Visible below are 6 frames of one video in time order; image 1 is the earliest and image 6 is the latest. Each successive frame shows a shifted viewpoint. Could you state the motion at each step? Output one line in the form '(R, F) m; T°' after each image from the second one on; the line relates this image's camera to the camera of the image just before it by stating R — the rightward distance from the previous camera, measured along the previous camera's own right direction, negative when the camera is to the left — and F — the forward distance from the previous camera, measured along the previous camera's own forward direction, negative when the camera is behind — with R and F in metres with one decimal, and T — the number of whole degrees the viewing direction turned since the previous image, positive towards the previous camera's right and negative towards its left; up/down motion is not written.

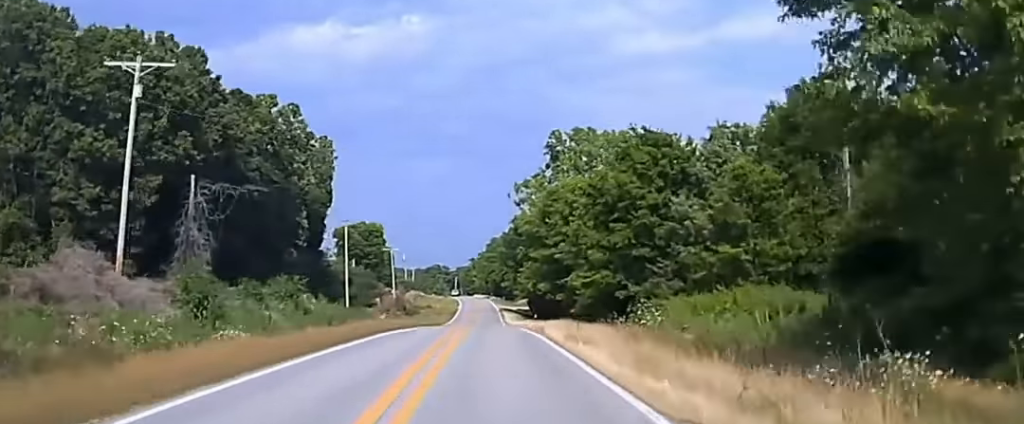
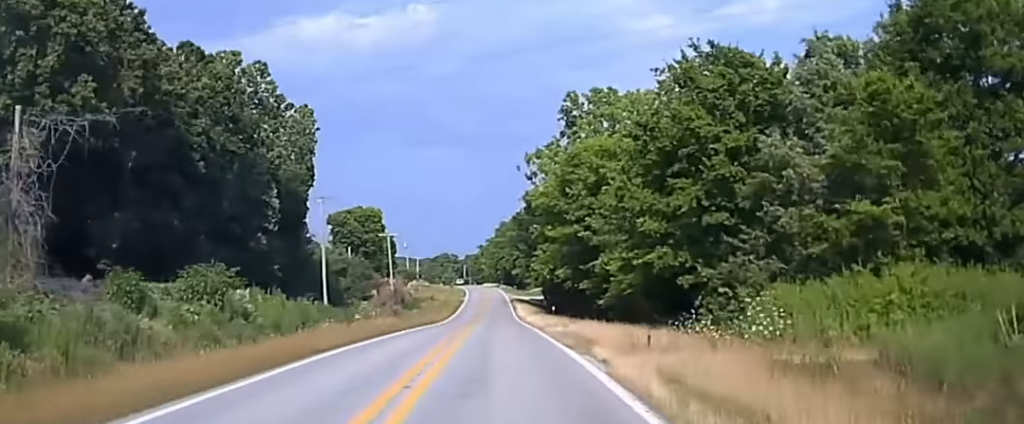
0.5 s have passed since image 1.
(+0.2, +17.2) m; 0°
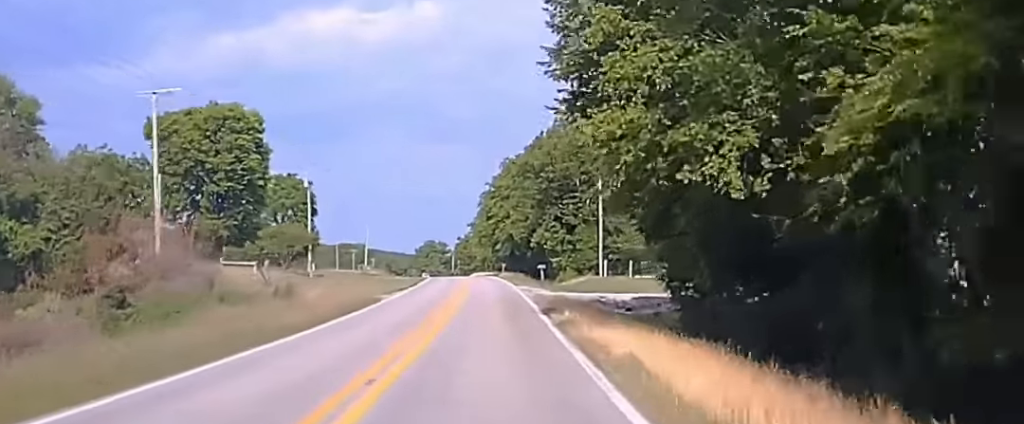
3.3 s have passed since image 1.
(-1.1, +106.6) m; 0°
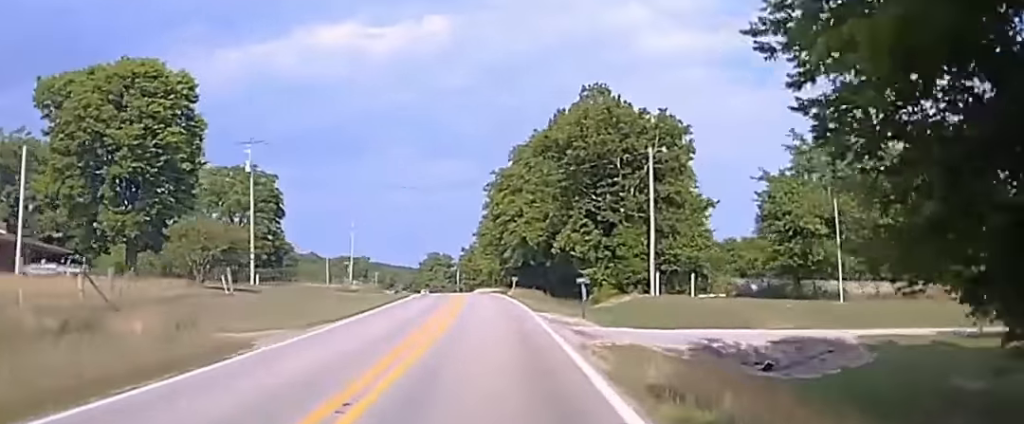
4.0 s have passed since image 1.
(+0.1, +26.9) m; 0°
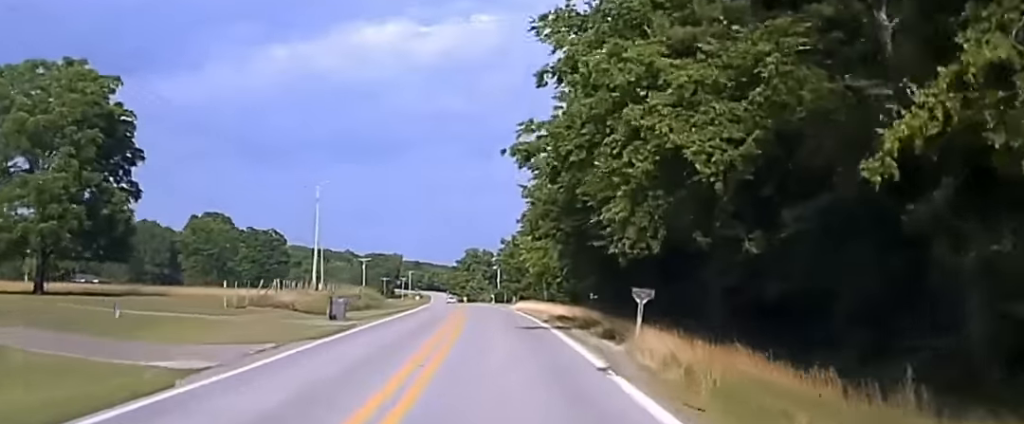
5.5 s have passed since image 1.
(-1.2, +58.9) m; -2°
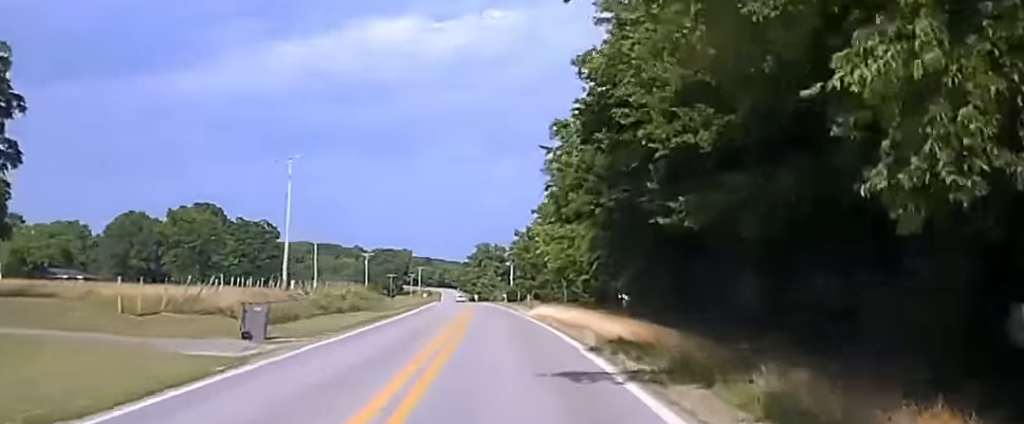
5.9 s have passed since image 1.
(0.0, +16.9) m; -1°
